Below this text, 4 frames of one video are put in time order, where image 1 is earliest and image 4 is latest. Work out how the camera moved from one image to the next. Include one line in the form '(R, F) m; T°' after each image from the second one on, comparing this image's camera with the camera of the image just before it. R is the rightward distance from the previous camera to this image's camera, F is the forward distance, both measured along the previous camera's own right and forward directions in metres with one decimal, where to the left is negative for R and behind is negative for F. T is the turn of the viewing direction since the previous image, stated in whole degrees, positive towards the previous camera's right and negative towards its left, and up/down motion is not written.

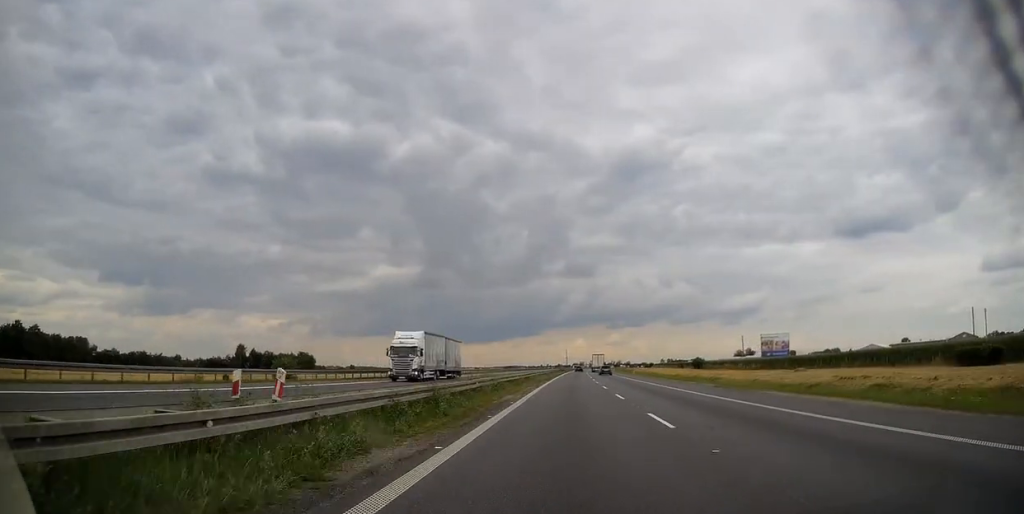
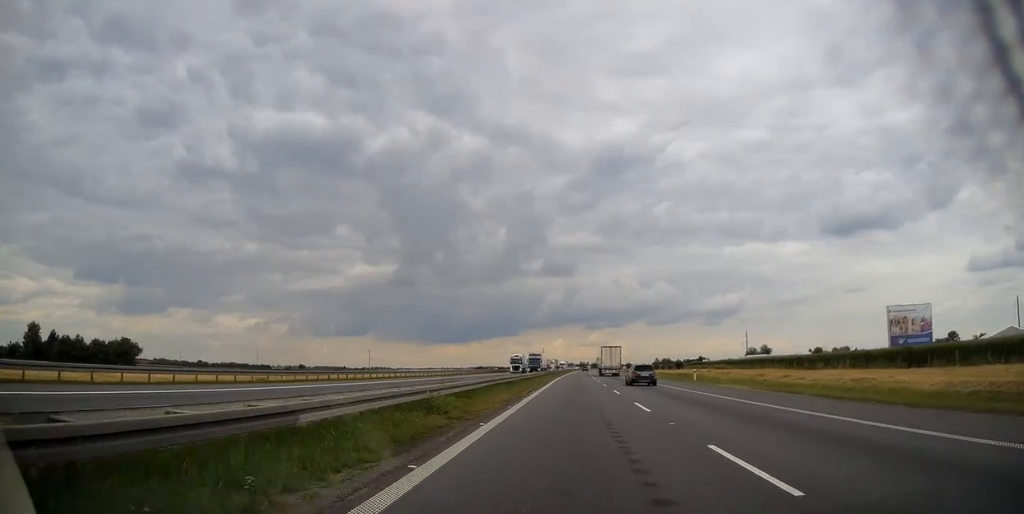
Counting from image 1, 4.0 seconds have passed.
(+3.6, +151.6) m; +2°
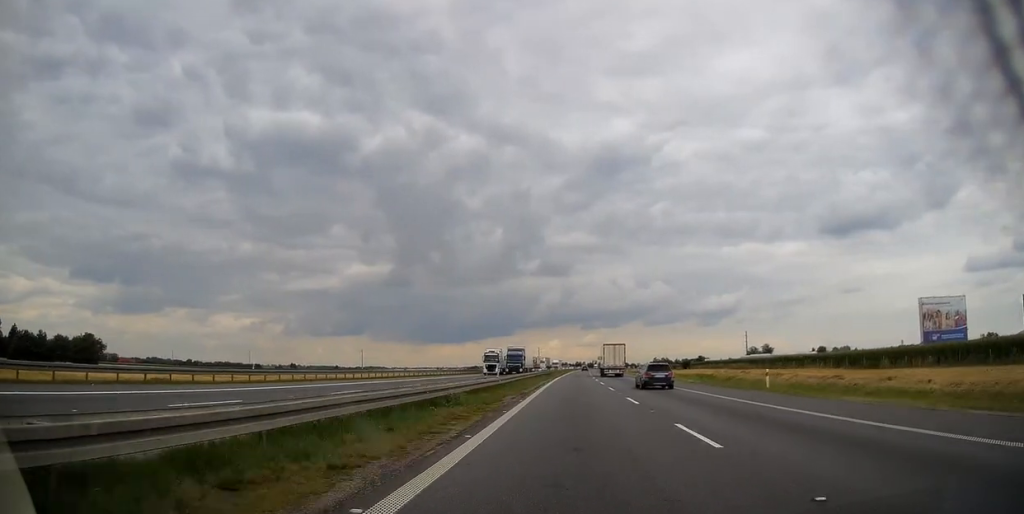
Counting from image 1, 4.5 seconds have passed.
(+0.2, +20.3) m; 0°
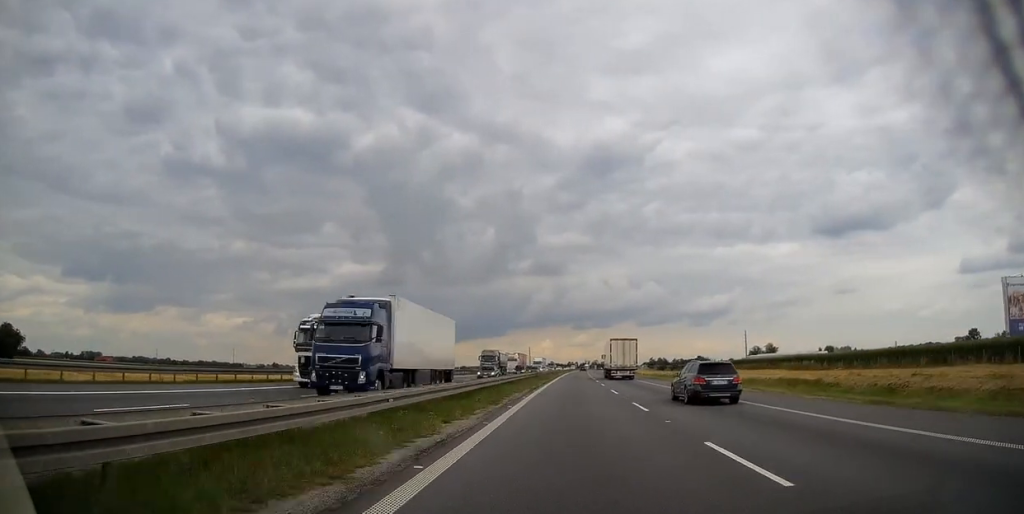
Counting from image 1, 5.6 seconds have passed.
(-0.1, +39.2) m; 0°
